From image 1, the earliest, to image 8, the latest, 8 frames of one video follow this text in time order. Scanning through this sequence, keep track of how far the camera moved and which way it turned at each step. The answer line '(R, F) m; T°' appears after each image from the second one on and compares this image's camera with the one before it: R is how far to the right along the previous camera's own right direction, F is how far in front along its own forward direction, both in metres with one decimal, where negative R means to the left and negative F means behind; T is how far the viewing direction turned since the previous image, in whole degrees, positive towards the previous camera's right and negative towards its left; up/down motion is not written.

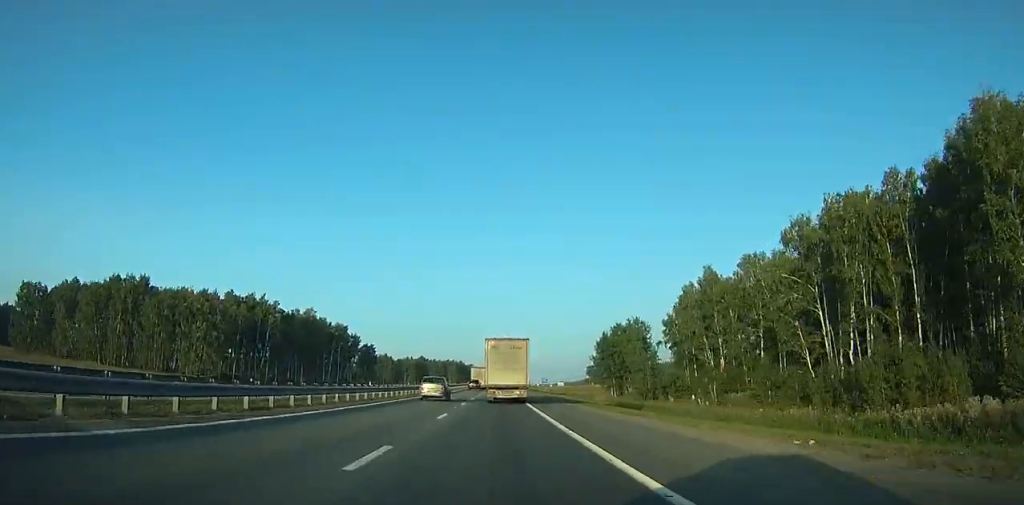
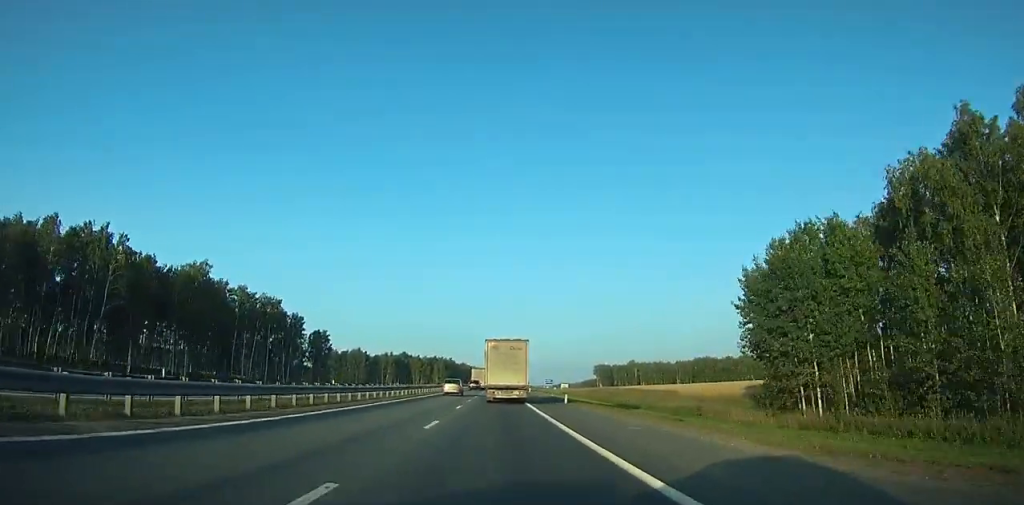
(-0.2, +65.3) m; 0°
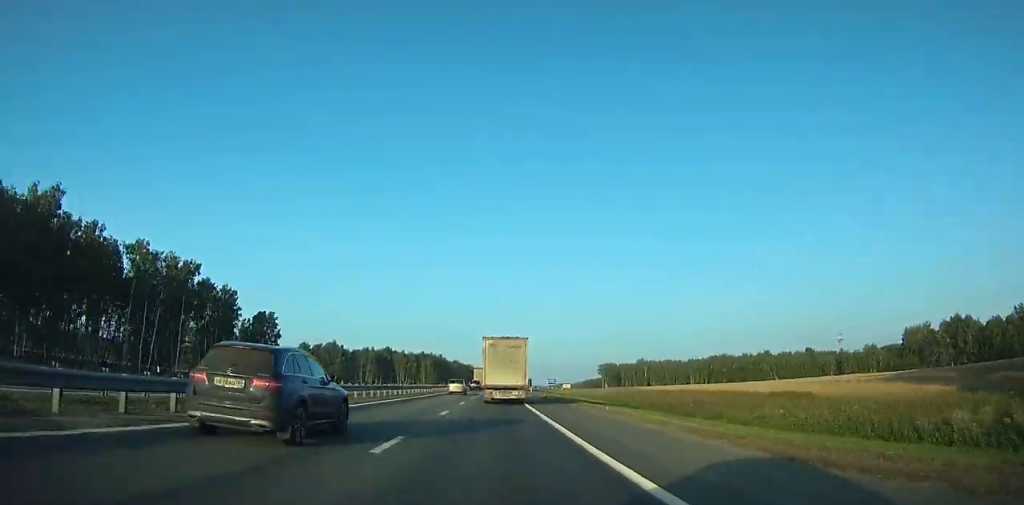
(-0.1, +41.3) m; +1°
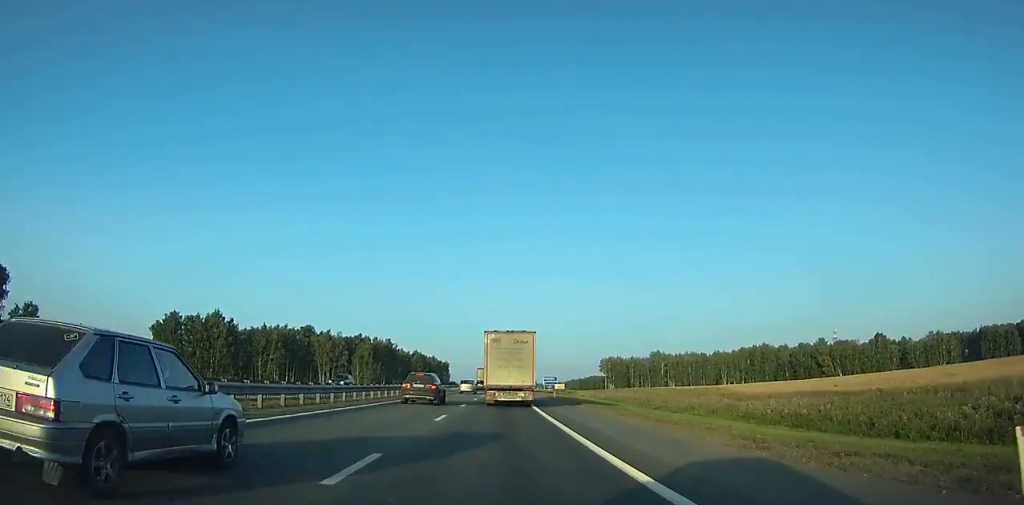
(+1.7, +97.7) m; +2°
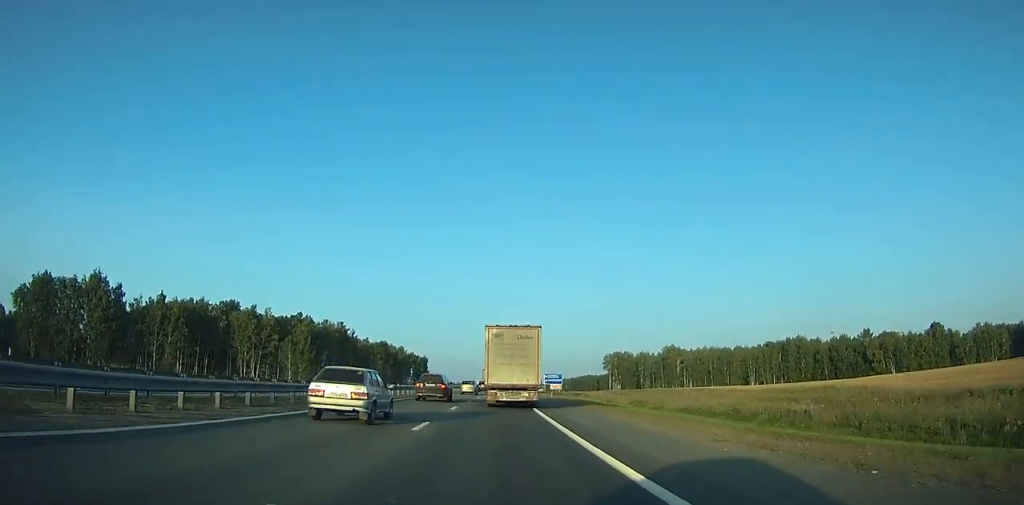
(+0.4, +51.5) m; +1°
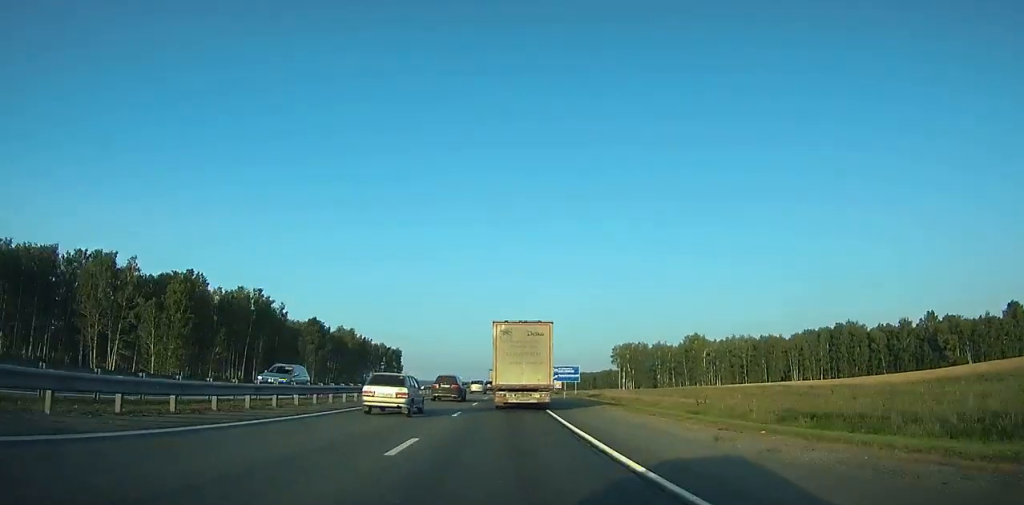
(+0.8, +52.9) m; +2°
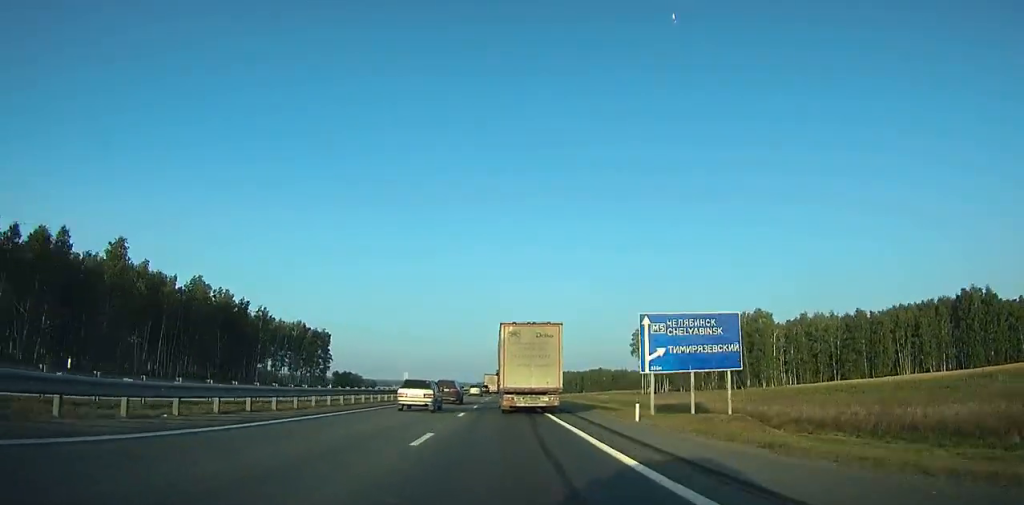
(+1.8, +84.0) m; +2°
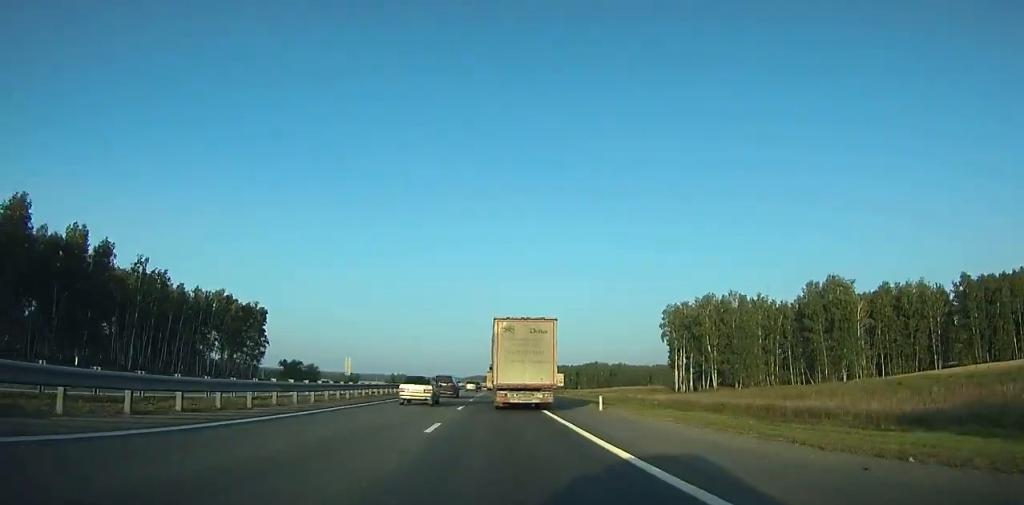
(+0.5, +46.0) m; +1°
